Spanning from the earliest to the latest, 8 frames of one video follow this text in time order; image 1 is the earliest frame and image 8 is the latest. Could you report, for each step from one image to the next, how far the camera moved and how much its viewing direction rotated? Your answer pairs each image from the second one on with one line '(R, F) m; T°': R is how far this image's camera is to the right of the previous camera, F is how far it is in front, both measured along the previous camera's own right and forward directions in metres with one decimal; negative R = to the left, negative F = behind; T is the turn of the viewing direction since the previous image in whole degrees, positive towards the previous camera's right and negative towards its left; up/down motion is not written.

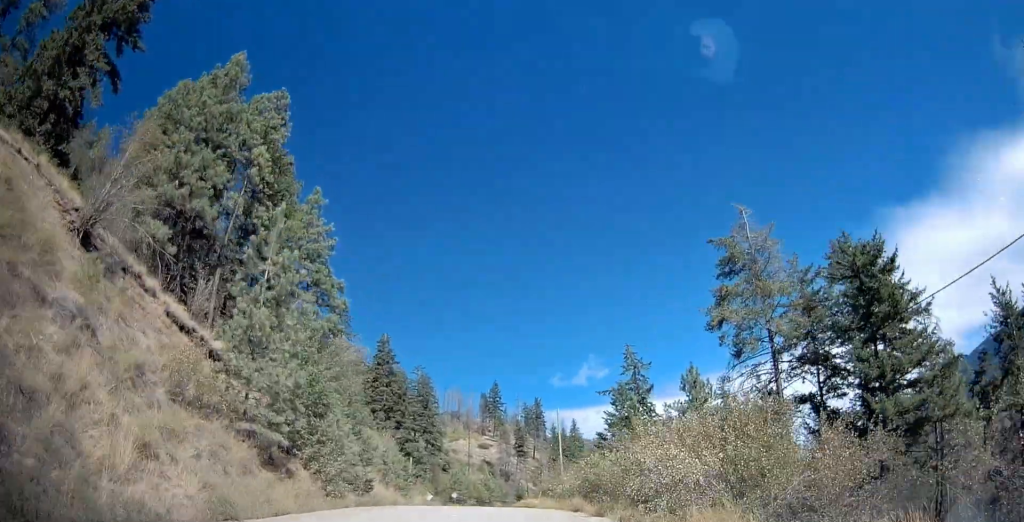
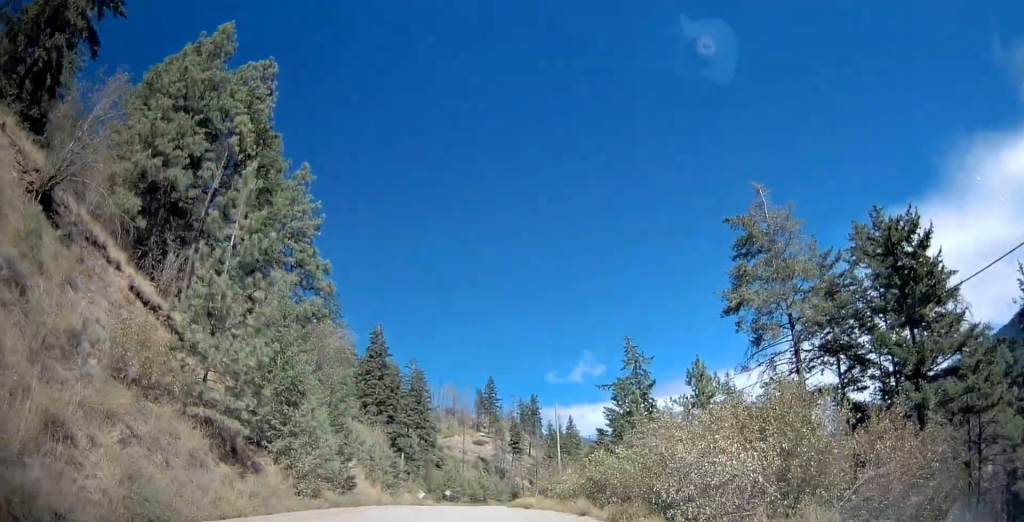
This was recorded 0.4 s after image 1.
(+0.2, +3.1) m; +2°
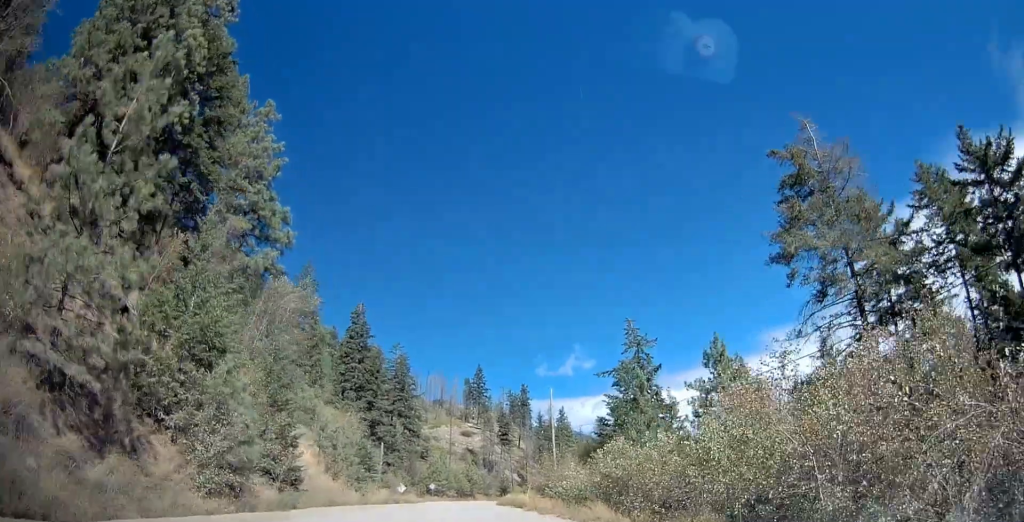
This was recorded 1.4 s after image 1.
(+0.3, +7.1) m; -1°
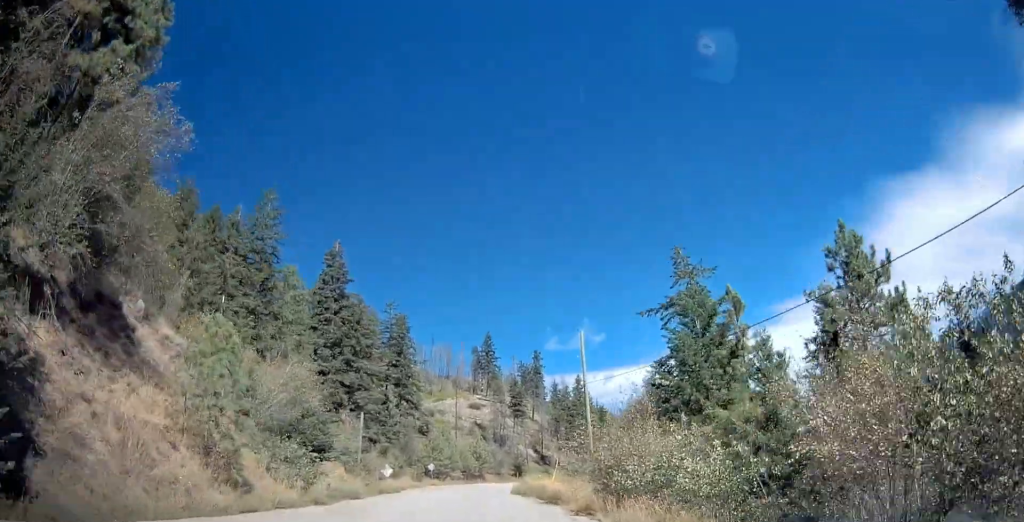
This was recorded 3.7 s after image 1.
(-0.2, +16.7) m; 0°
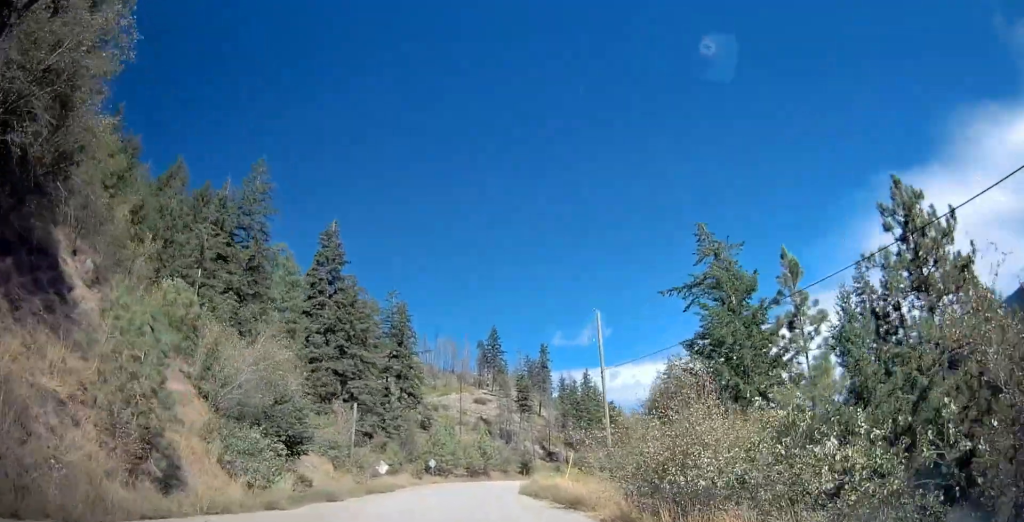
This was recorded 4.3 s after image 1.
(-0.3, +5.1) m; -1°
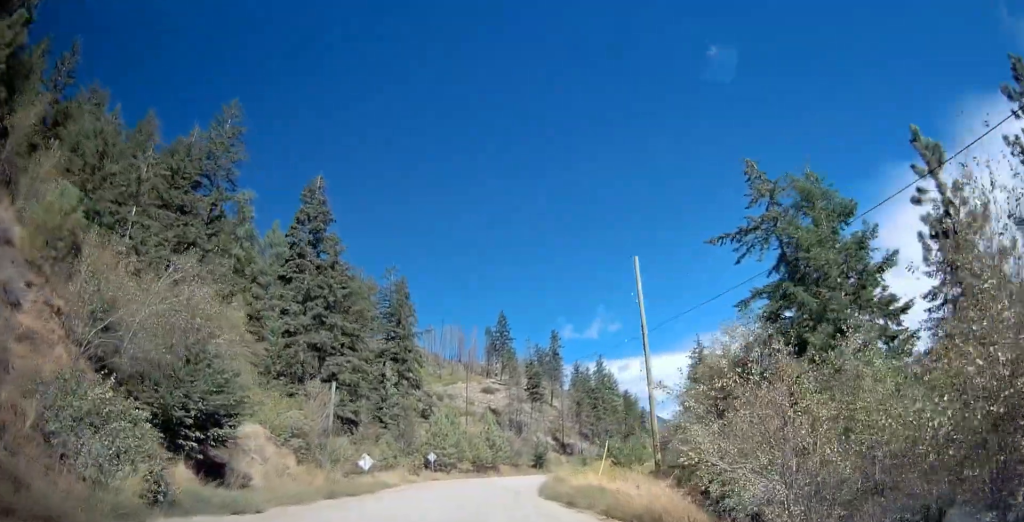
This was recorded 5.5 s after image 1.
(-0.1, +9.5) m; 0°
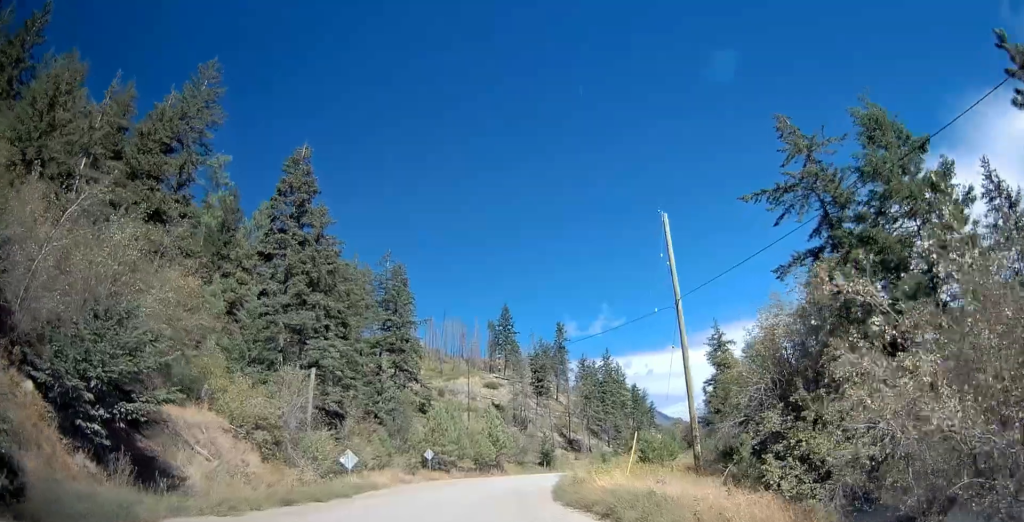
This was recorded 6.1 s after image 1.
(0.0, +5.7) m; 0°
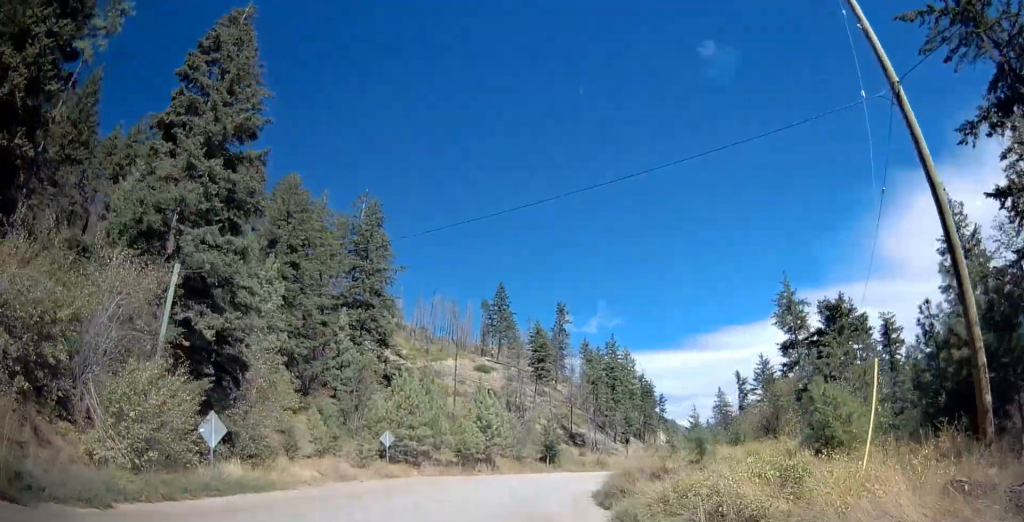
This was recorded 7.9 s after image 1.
(-0.6, +17.1) m; -3°
